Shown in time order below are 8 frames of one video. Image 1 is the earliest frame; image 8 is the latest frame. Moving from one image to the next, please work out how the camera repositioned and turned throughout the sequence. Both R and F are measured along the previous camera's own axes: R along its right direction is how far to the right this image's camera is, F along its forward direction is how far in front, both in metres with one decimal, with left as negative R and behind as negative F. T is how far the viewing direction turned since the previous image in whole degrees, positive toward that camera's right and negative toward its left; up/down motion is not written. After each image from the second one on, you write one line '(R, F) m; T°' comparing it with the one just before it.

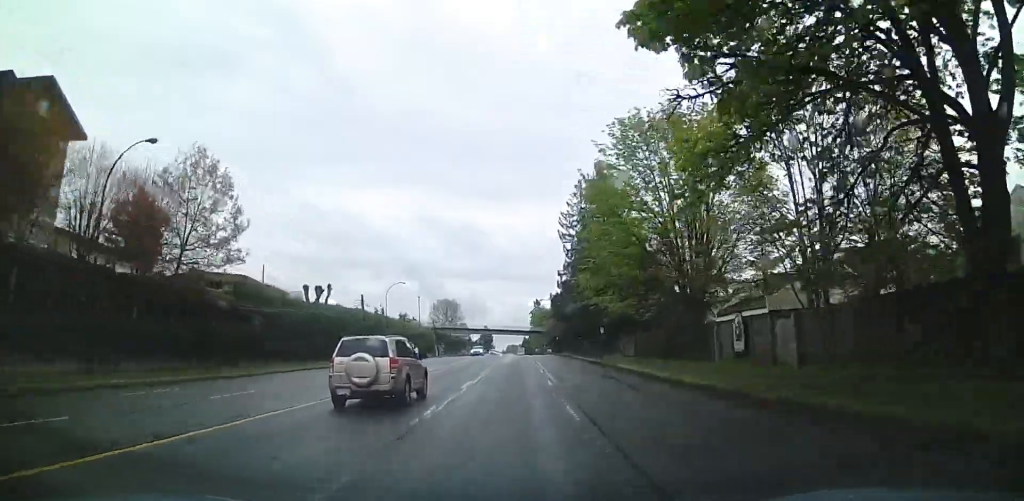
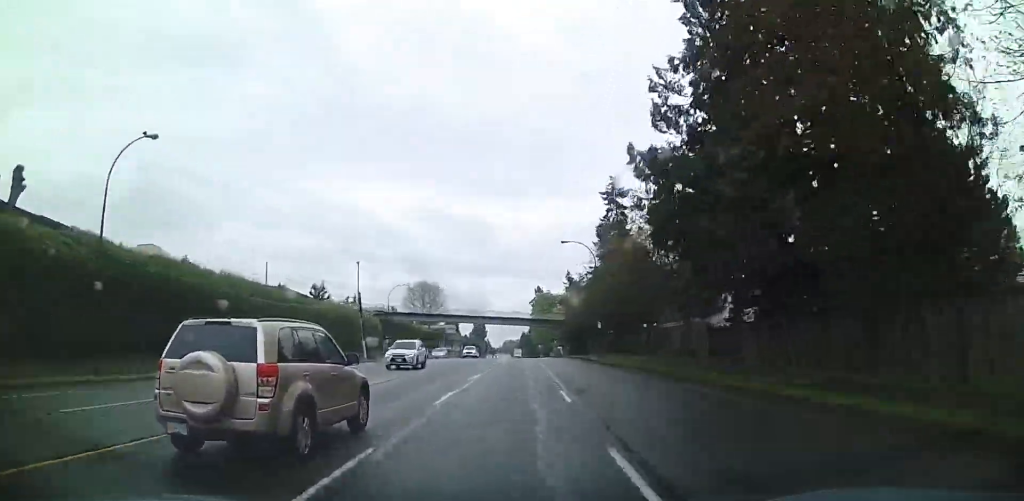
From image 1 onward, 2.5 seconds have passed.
(-0.6, +51.1) m; 0°
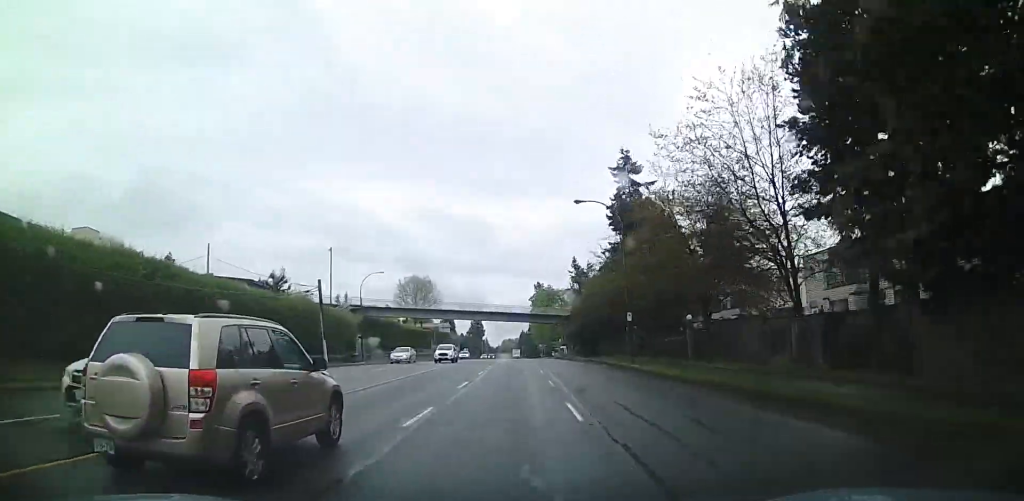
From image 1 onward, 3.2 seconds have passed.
(+0.1, +13.4) m; +1°
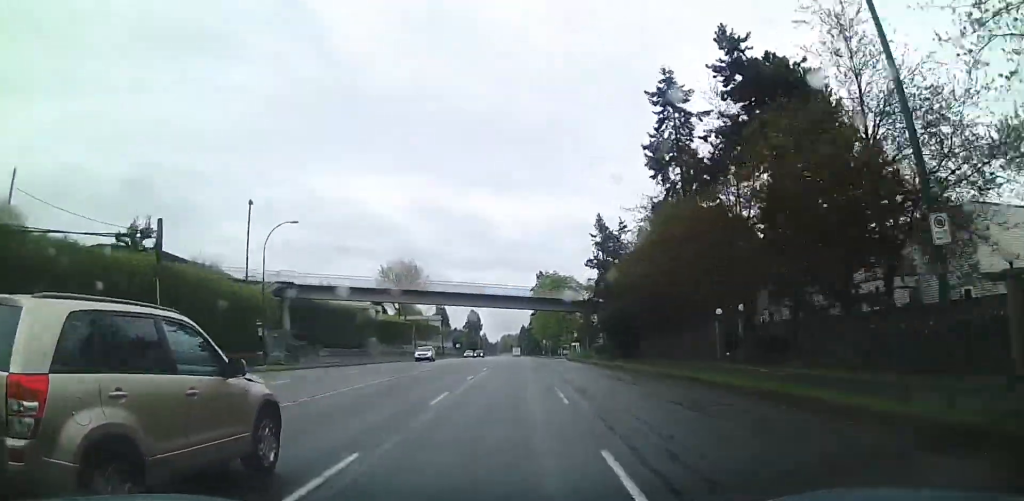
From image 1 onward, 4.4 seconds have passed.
(+0.2, +25.9) m; -1°
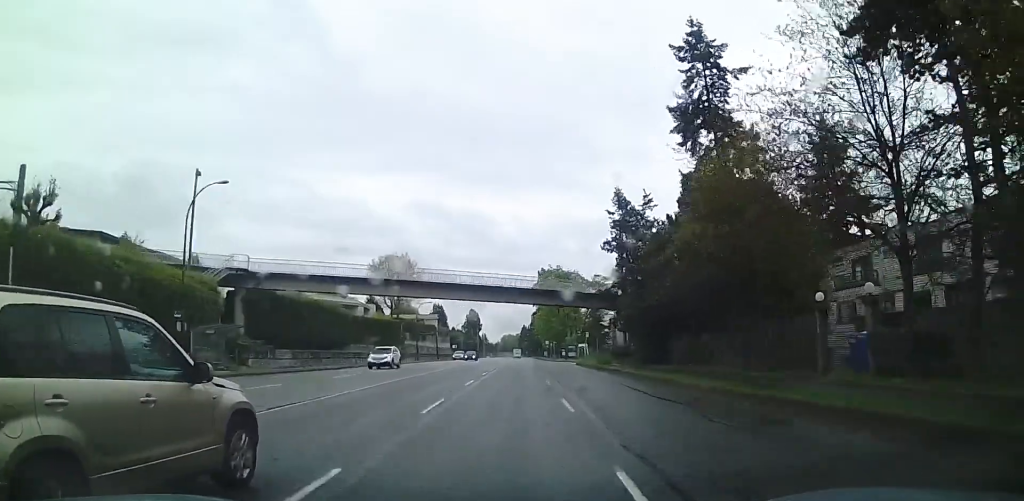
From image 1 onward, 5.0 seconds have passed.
(-0.2, +10.5) m; -1°
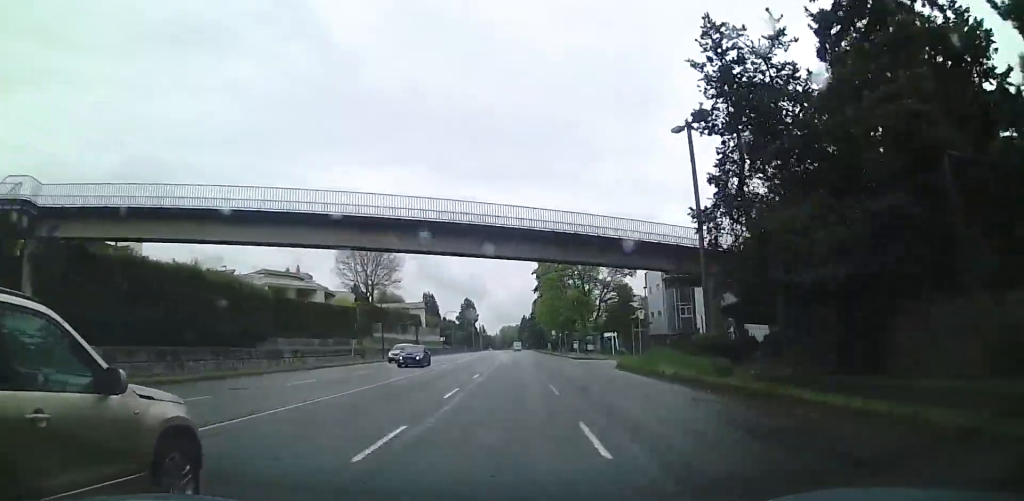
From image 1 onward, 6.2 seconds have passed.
(-0.2, +24.4) m; +1°
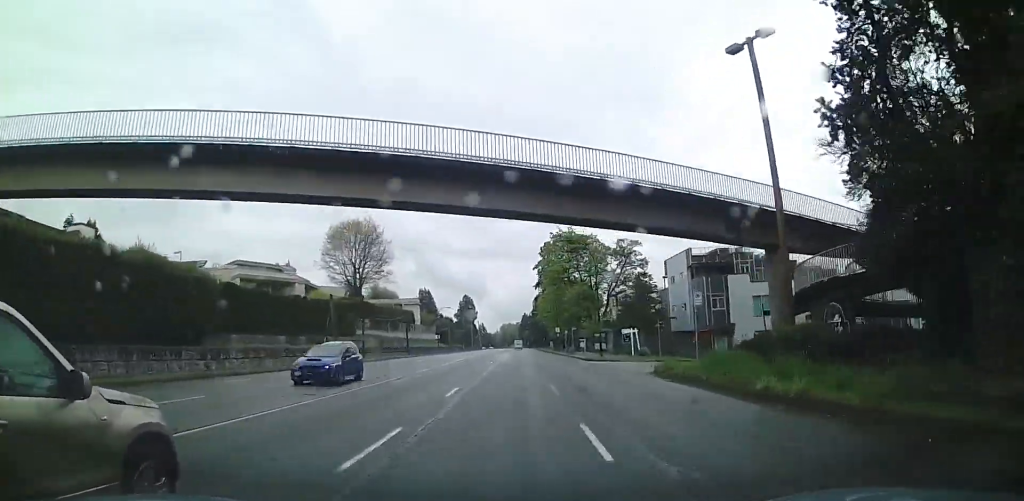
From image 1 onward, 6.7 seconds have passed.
(+0.2, +9.5) m; +1°
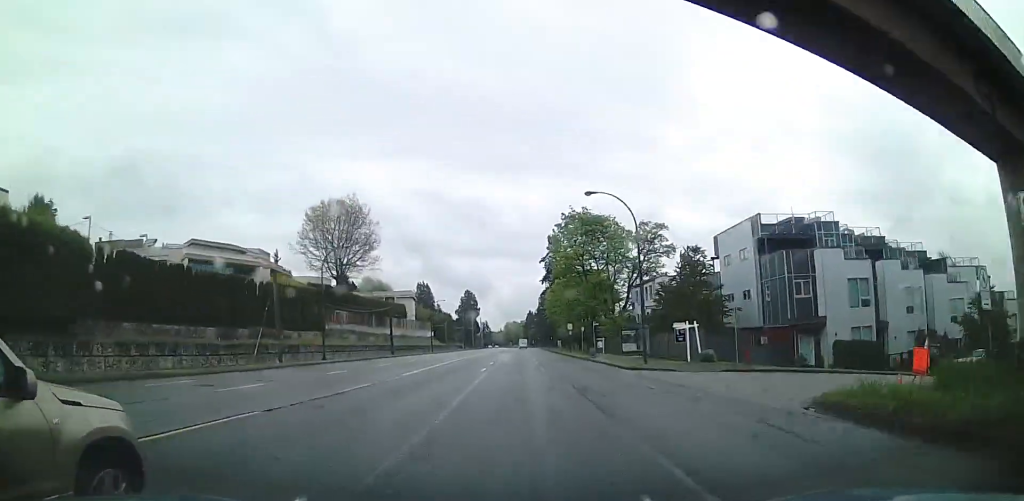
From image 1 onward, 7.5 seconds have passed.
(+0.3, +14.5) m; +1°
